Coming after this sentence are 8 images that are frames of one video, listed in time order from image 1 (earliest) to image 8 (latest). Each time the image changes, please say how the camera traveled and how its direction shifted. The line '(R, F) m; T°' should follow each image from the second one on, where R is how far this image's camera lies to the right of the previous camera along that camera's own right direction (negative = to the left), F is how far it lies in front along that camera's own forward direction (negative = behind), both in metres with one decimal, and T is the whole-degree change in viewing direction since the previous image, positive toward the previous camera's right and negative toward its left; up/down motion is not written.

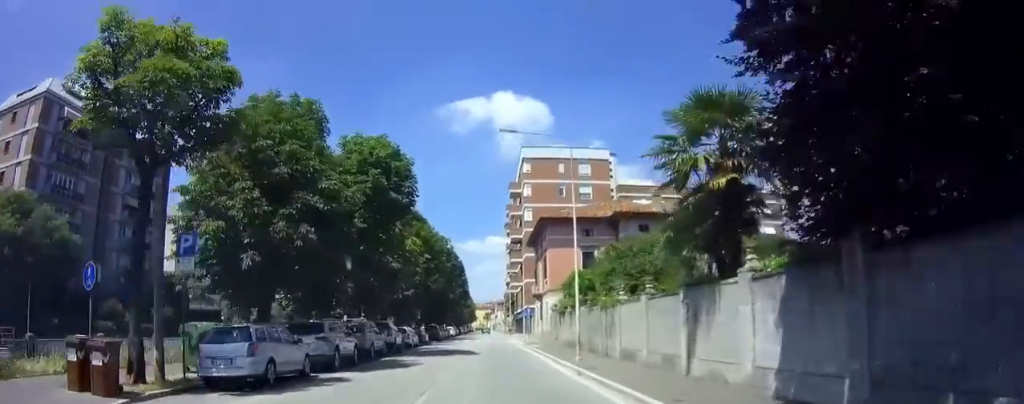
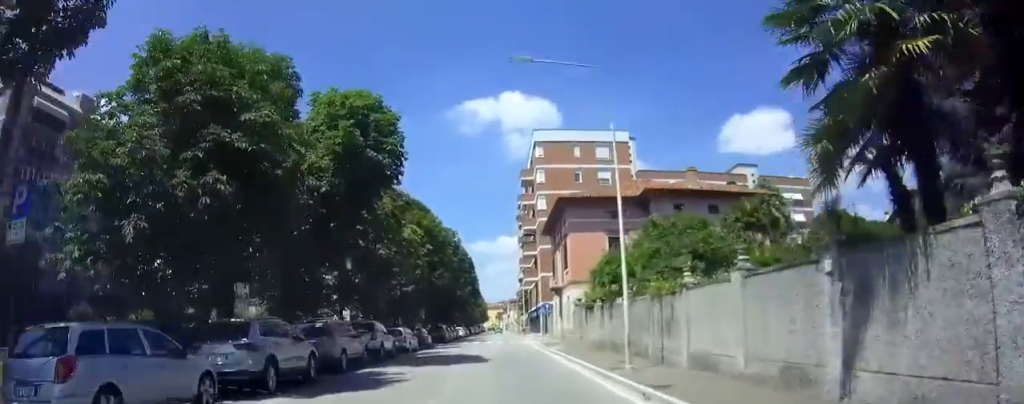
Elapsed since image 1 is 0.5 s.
(-0.3, +6.6) m; -3°
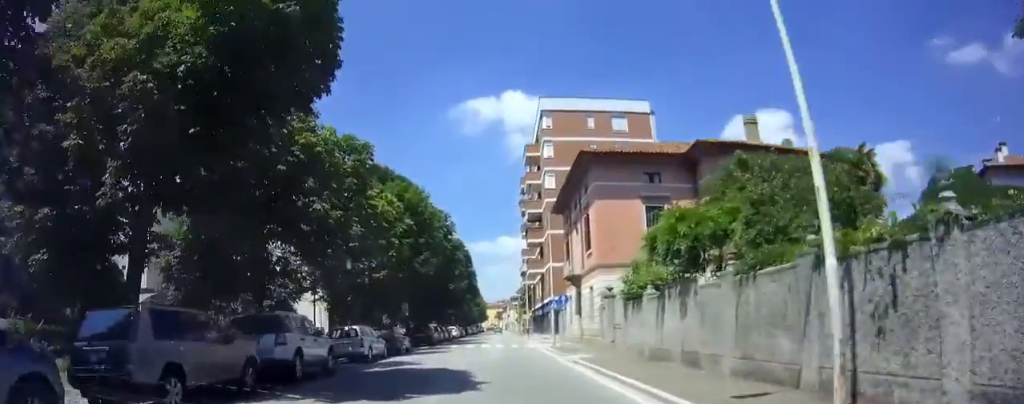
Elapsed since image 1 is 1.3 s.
(-0.1, +9.9) m; 0°
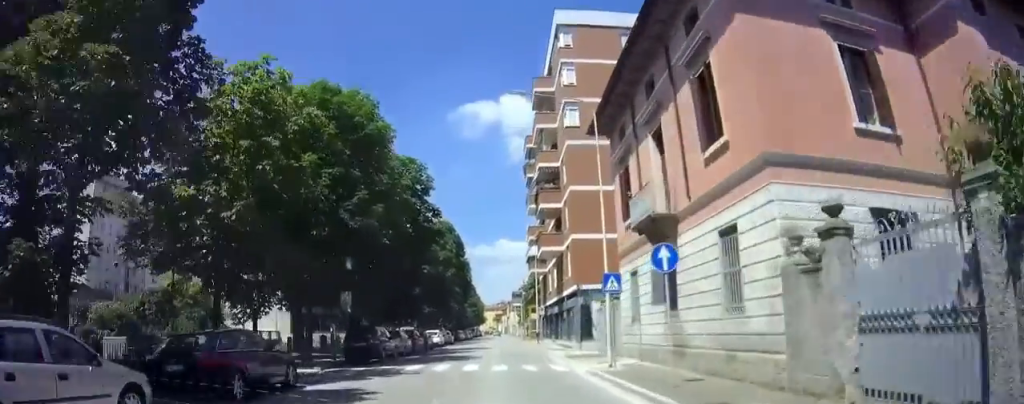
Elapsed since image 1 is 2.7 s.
(-0.1, +16.5) m; -1°
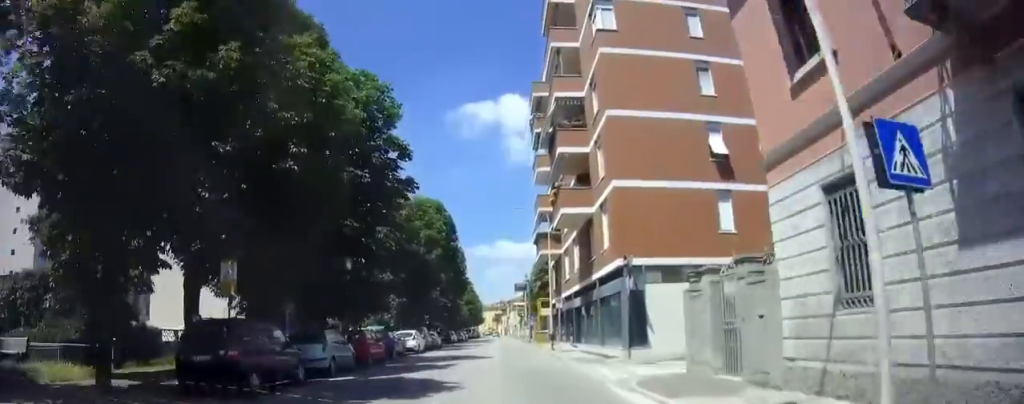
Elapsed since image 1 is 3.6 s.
(-0.1, +12.1) m; -1°
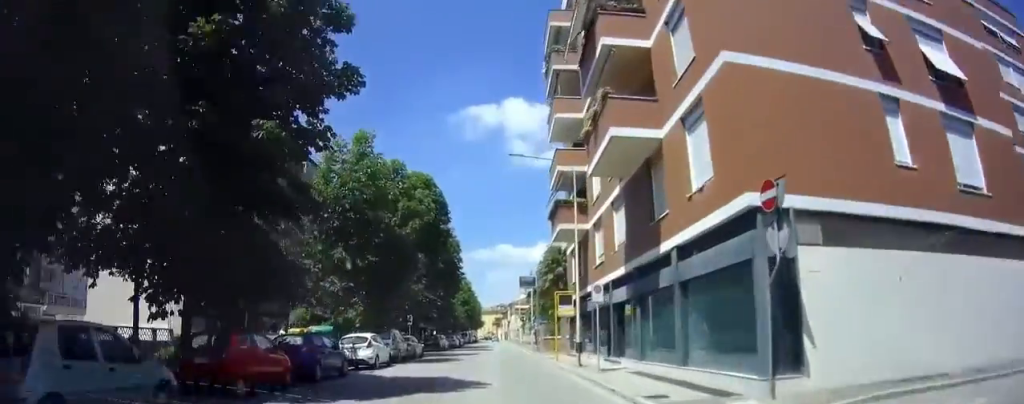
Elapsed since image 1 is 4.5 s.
(-0.1, +11.4) m; 0°
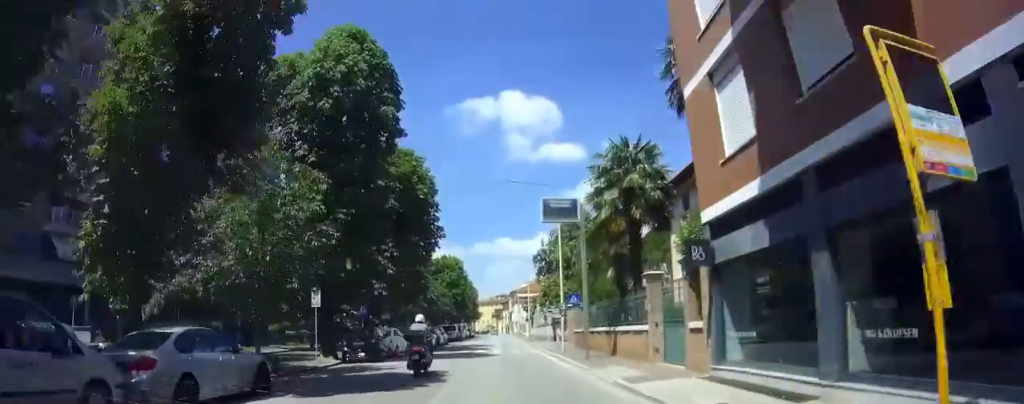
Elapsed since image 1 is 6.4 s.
(0.0, +23.9) m; 0°
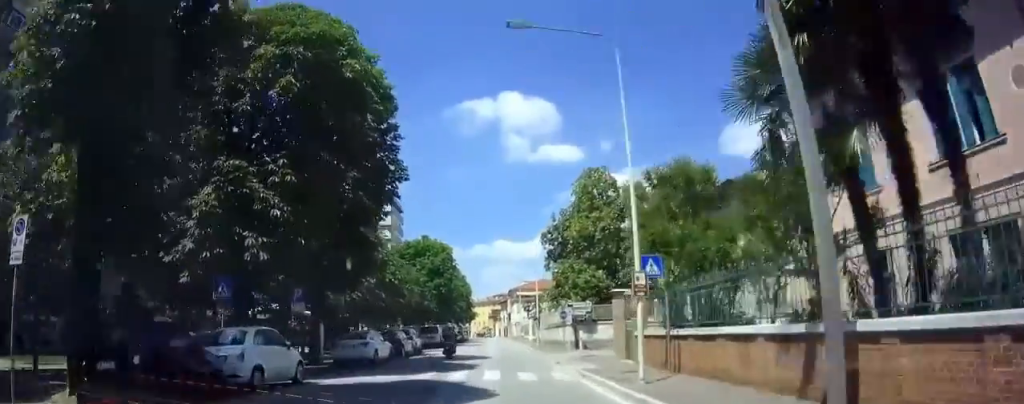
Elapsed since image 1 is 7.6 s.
(0.0, +15.5) m; 0°
